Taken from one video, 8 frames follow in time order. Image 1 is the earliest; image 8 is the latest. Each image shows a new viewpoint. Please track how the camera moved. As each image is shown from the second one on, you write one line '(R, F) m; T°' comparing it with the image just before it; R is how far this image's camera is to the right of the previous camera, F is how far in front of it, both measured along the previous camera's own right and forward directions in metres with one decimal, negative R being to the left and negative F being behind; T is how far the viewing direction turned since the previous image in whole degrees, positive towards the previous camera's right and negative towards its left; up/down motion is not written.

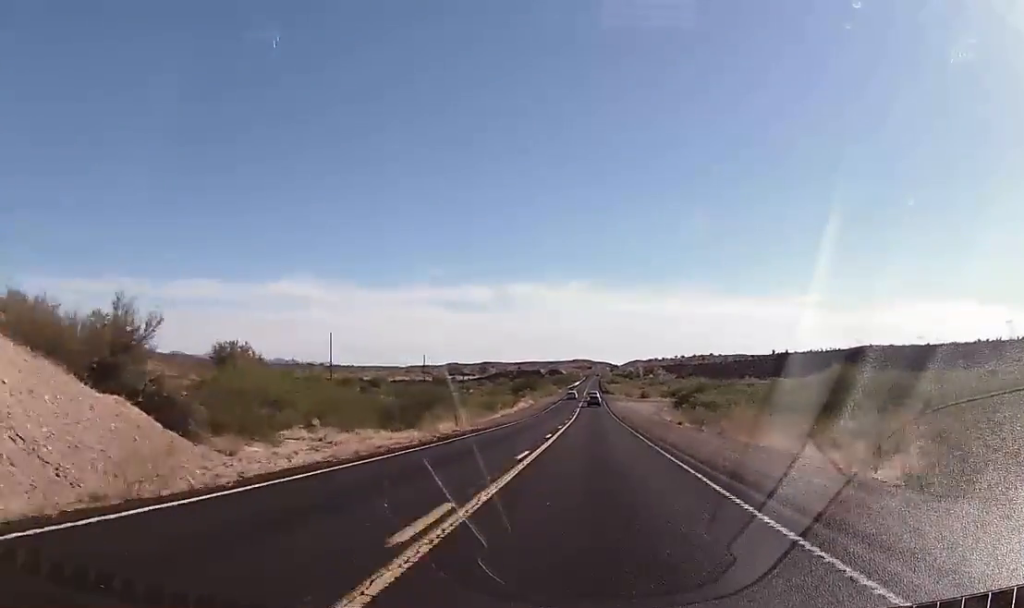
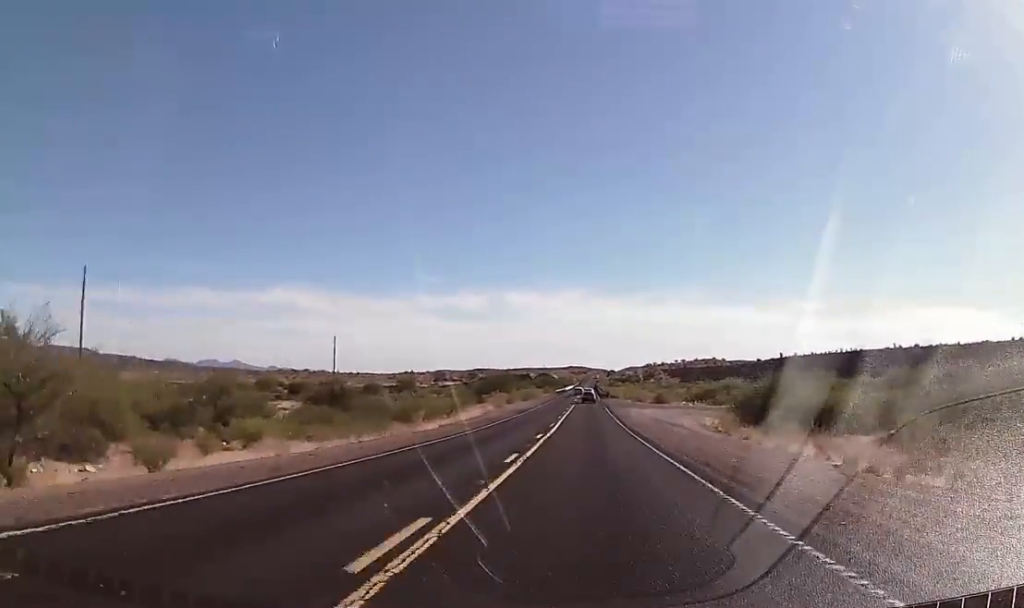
(+0.3, +50.0) m; -1°
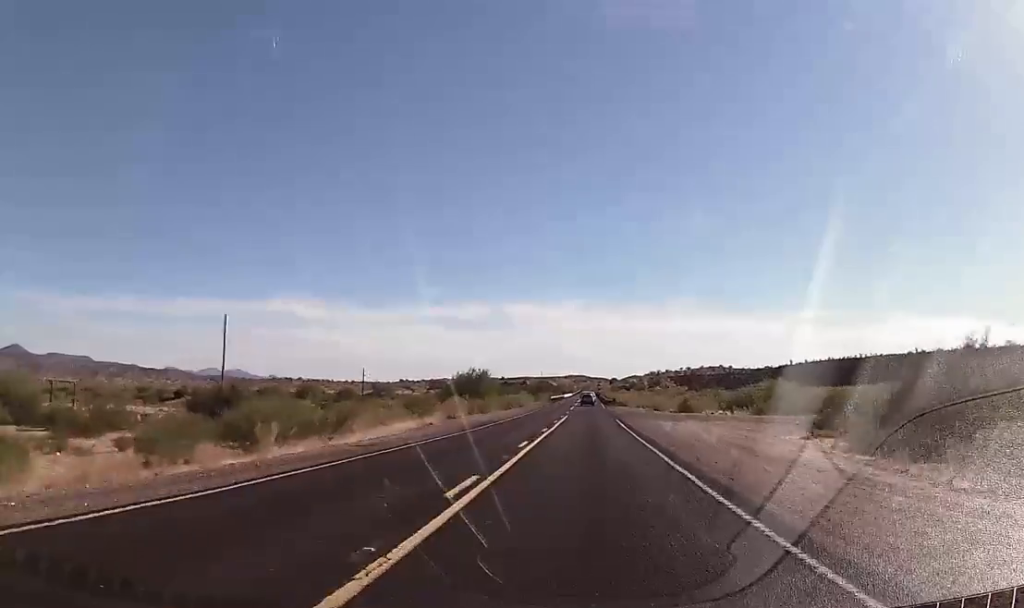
(-0.4, +31.0) m; 0°
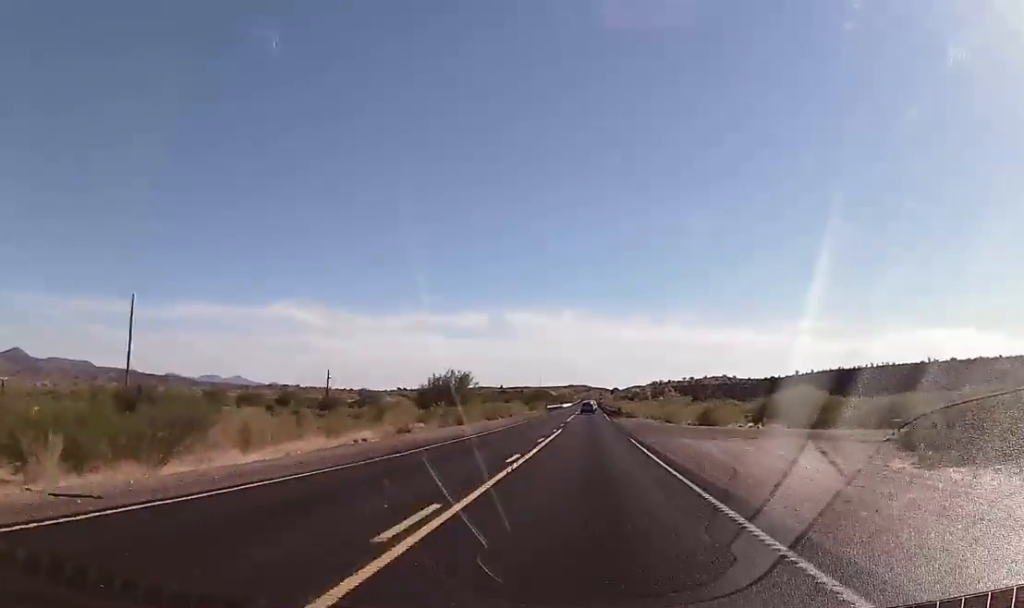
(0.0, +15.4) m; +1°
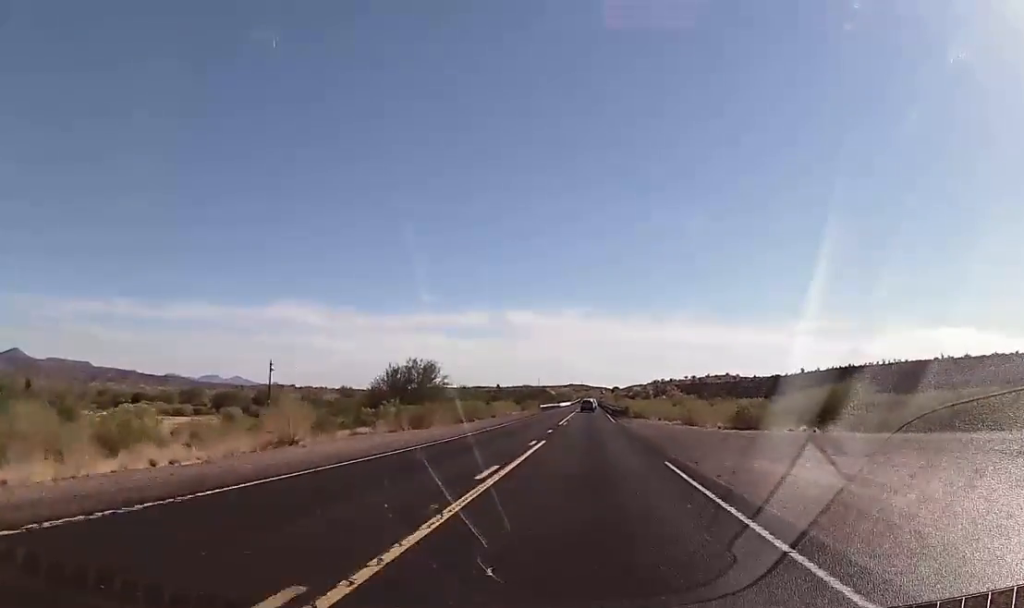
(+0.5, +17.4) m; 0°
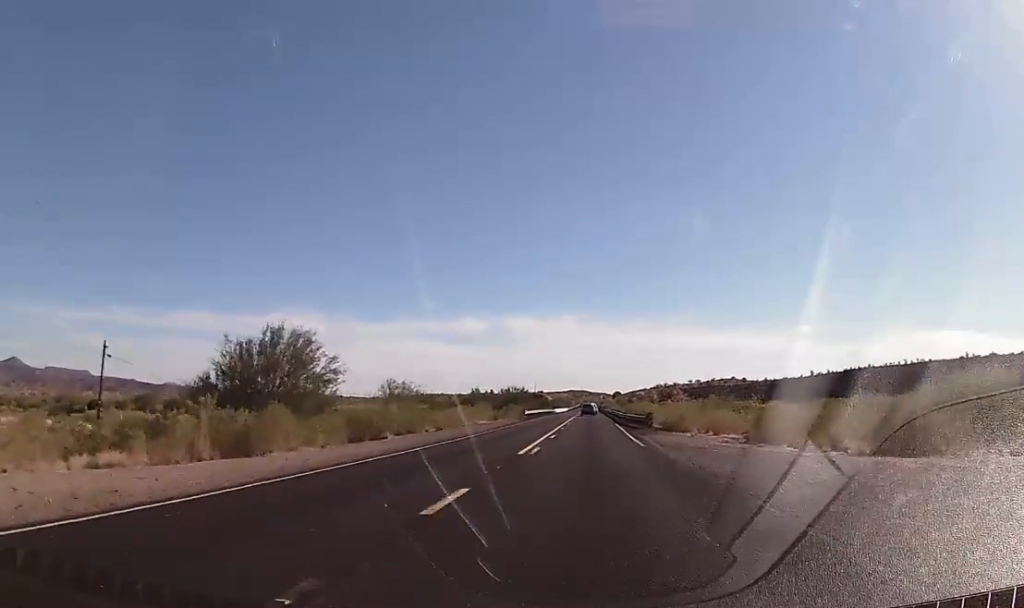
(-0.4, +28.7) m; -1°
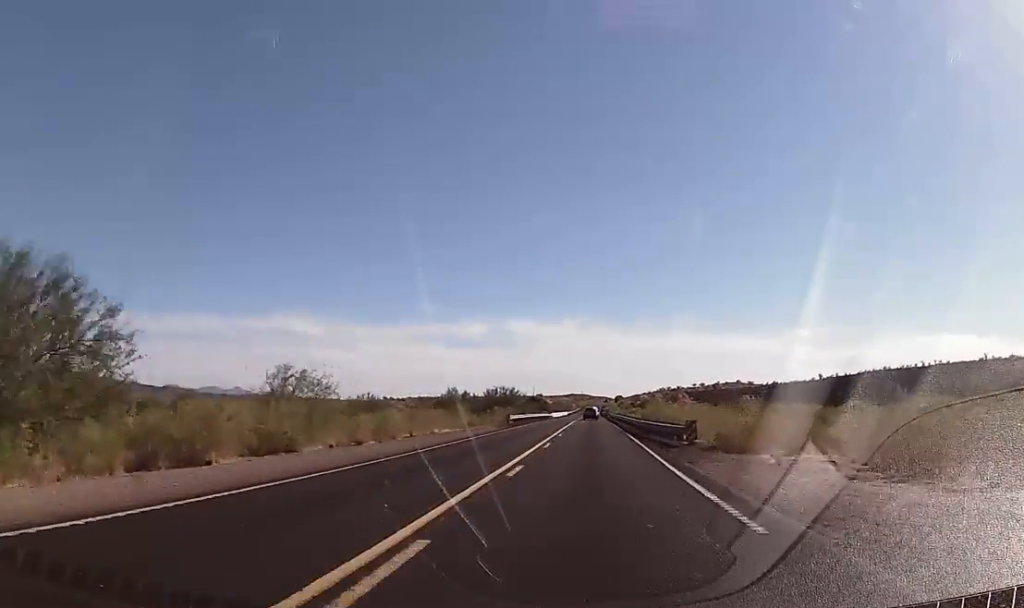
(-0.1, +18.4) m; 0°
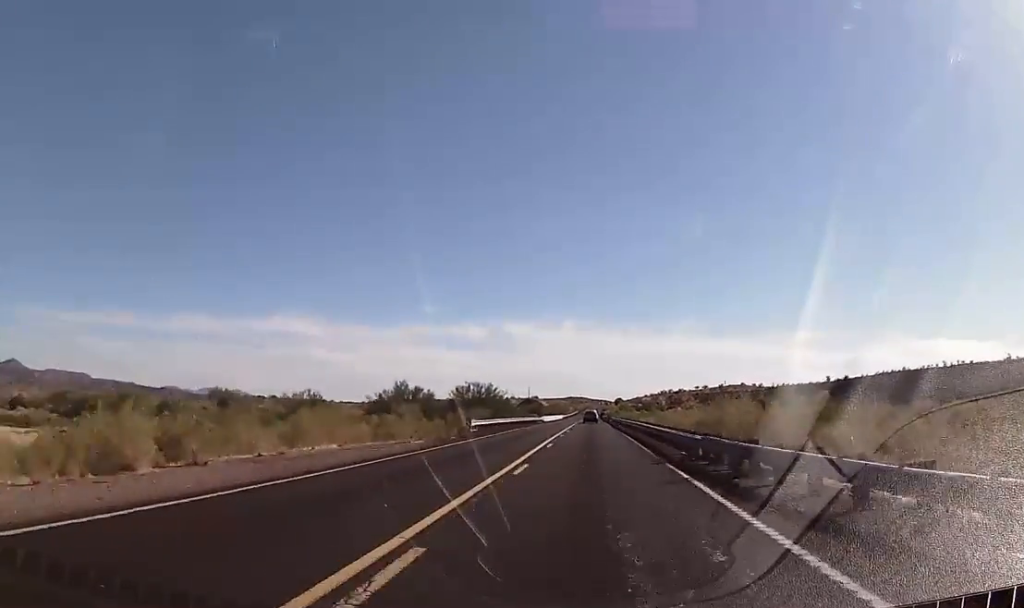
(+0.2, +23.6) m; +1°
